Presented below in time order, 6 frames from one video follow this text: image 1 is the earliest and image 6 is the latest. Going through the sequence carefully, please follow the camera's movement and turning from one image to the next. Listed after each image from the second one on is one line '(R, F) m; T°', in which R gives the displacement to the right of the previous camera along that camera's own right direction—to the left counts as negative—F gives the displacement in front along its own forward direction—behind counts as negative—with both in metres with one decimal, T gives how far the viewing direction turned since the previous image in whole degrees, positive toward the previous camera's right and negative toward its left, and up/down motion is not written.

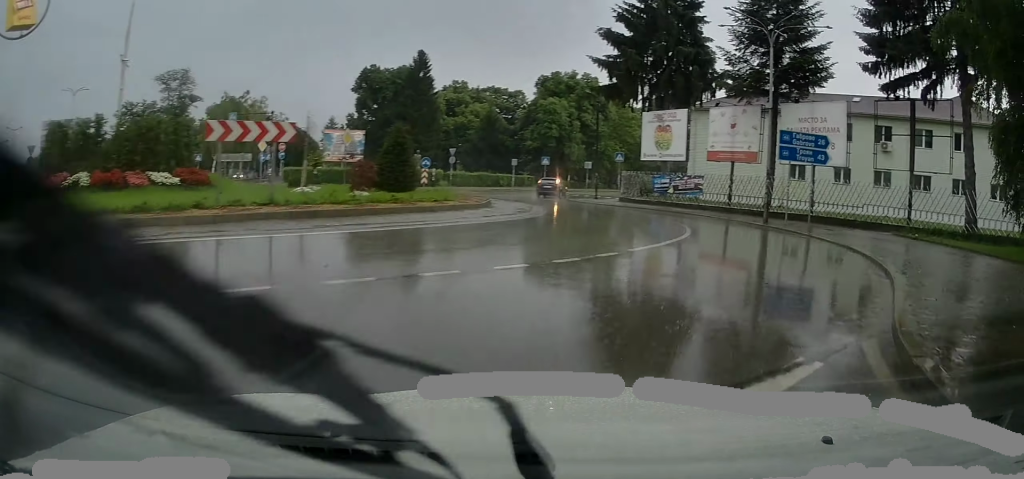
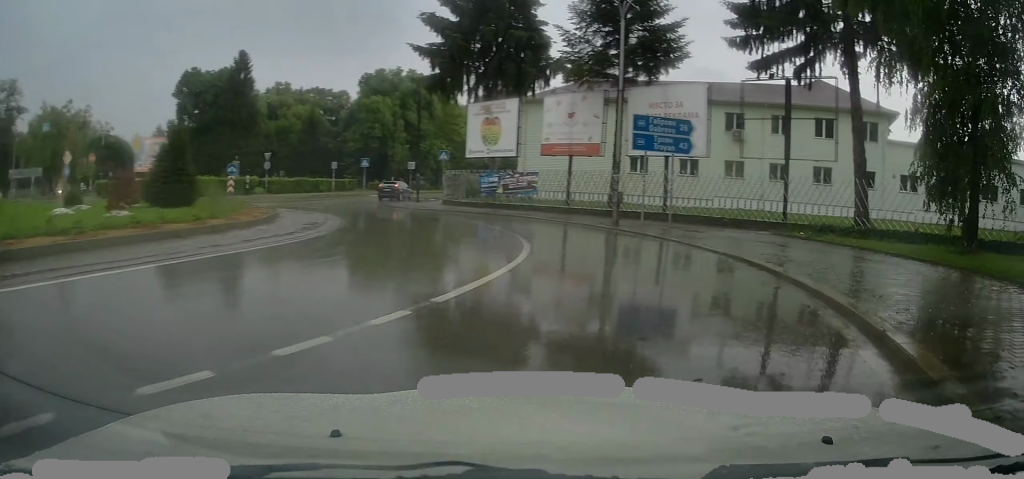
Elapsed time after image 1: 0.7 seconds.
(+0.2, +4.1) m; +10°
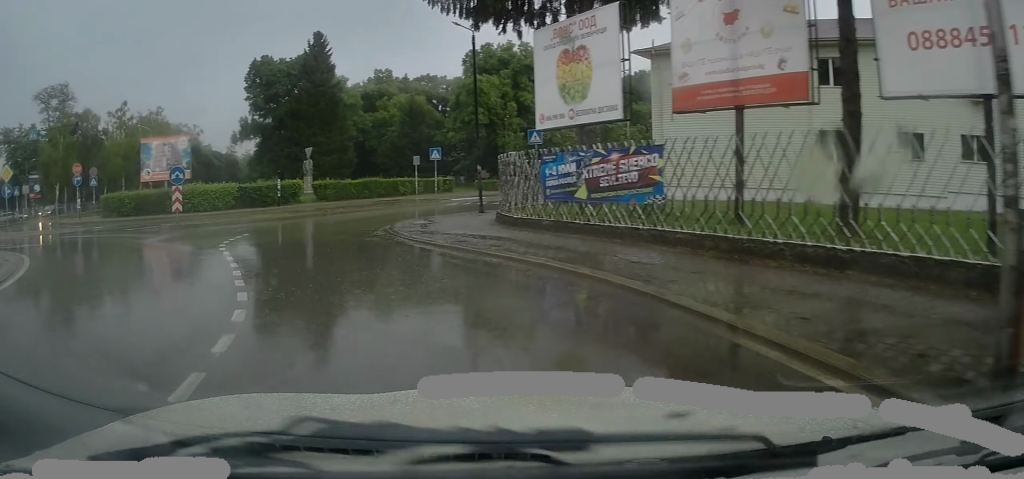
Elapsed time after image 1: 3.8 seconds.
(+1.8, +17.5) m; -9°
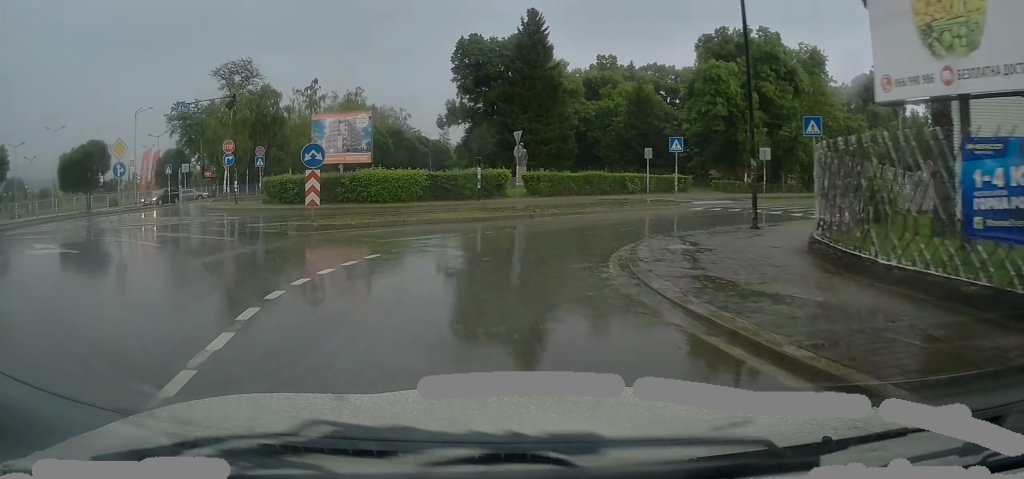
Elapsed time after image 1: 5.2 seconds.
(-1.6, +7.9) m; -15°
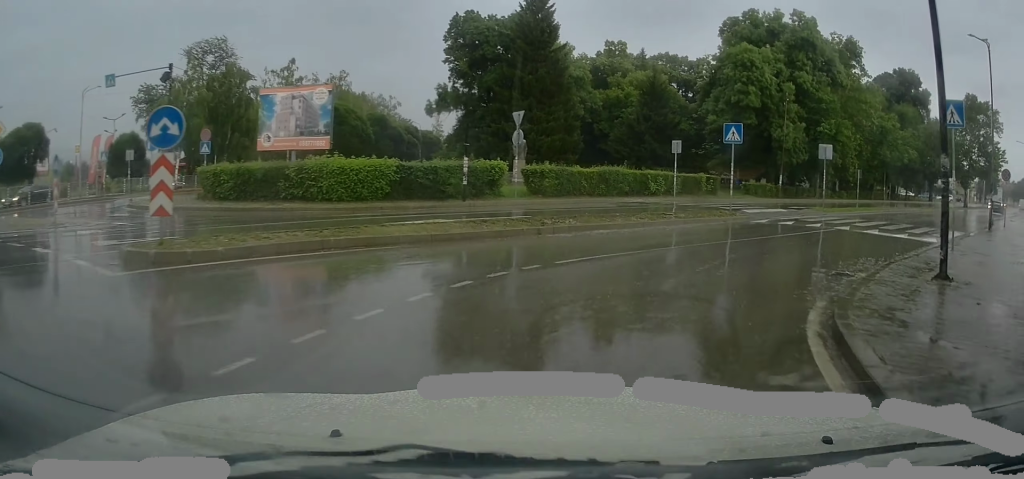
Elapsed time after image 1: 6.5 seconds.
(-0.6, +8.4) m; +1°
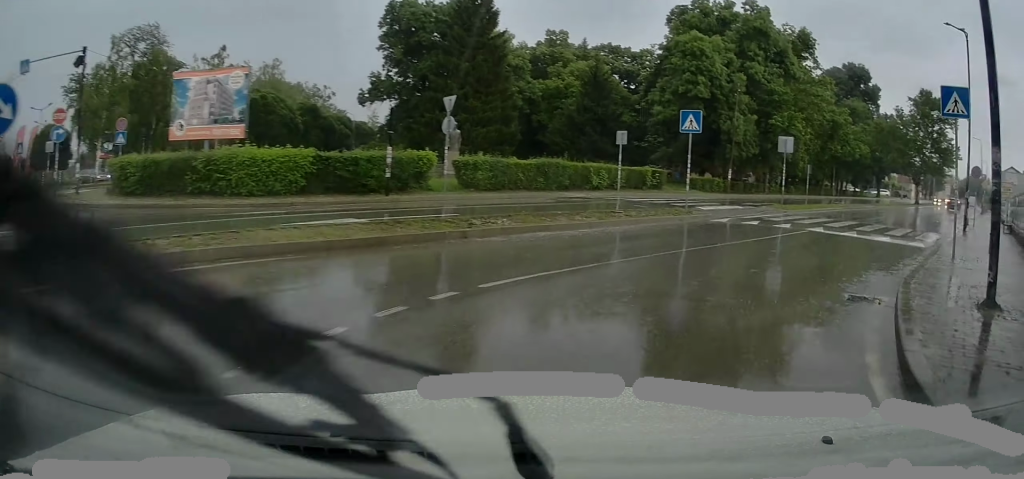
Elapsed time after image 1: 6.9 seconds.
(+0.1, +2.7) m; +5°
